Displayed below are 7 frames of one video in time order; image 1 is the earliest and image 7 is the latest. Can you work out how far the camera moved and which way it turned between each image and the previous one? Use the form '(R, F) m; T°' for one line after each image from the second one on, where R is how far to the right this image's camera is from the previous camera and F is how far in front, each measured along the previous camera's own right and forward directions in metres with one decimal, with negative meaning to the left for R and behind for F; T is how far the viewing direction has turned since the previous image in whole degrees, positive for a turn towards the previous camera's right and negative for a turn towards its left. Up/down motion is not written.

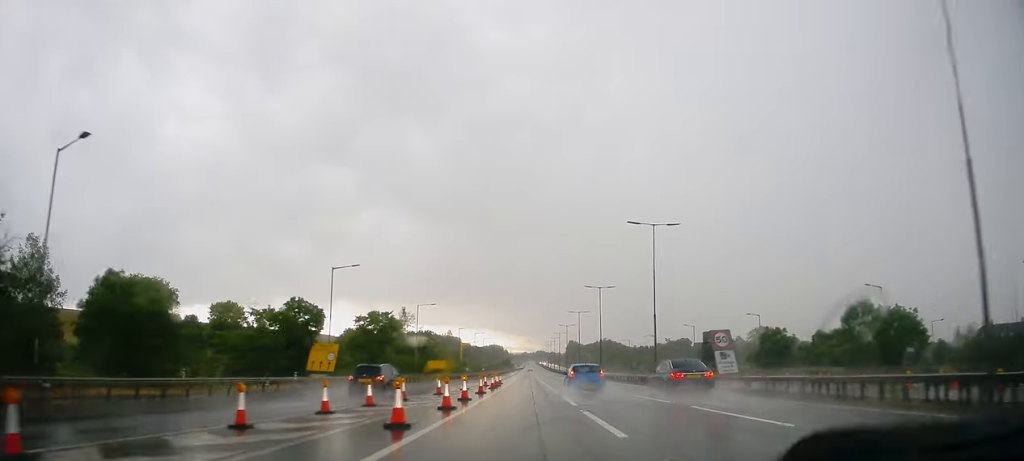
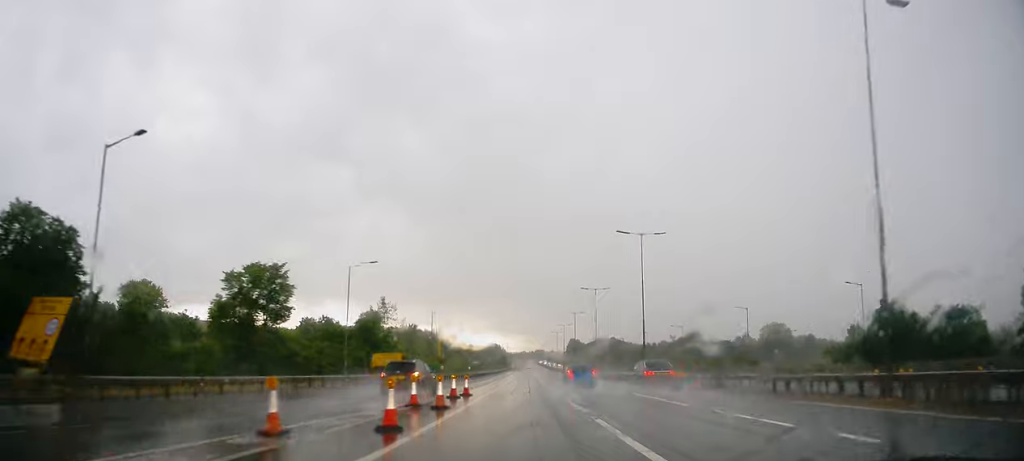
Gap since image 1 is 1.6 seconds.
(+0.4, +29.9) m; +1°
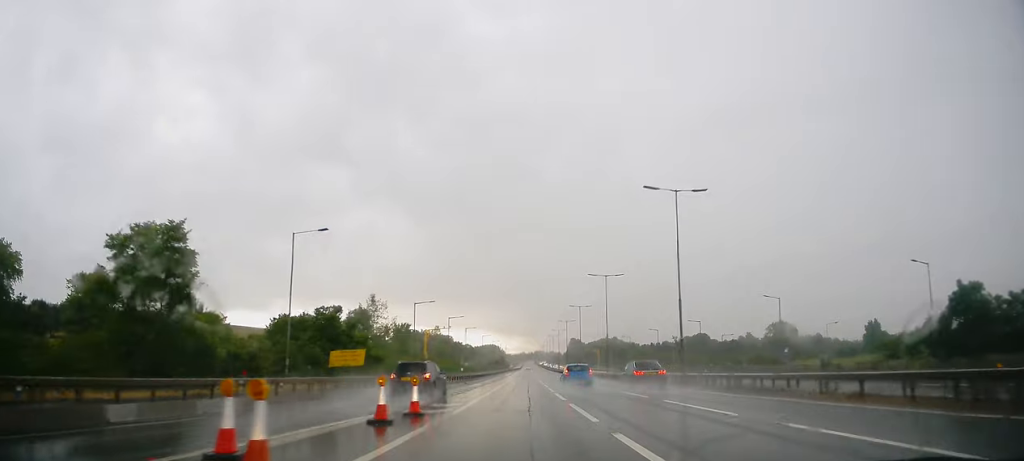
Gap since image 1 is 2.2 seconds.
(+0.2, +12.0) m; -1°
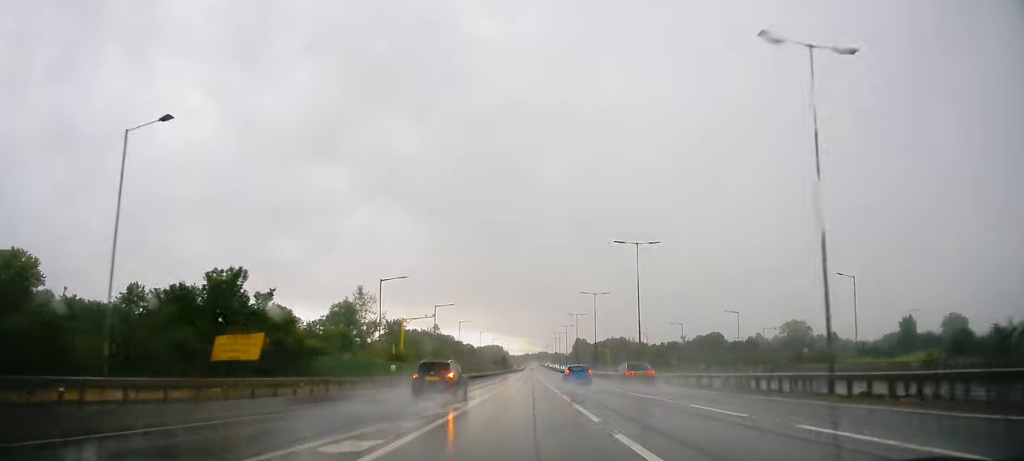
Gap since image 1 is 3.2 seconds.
(-0.4, +17.8) m; 0°
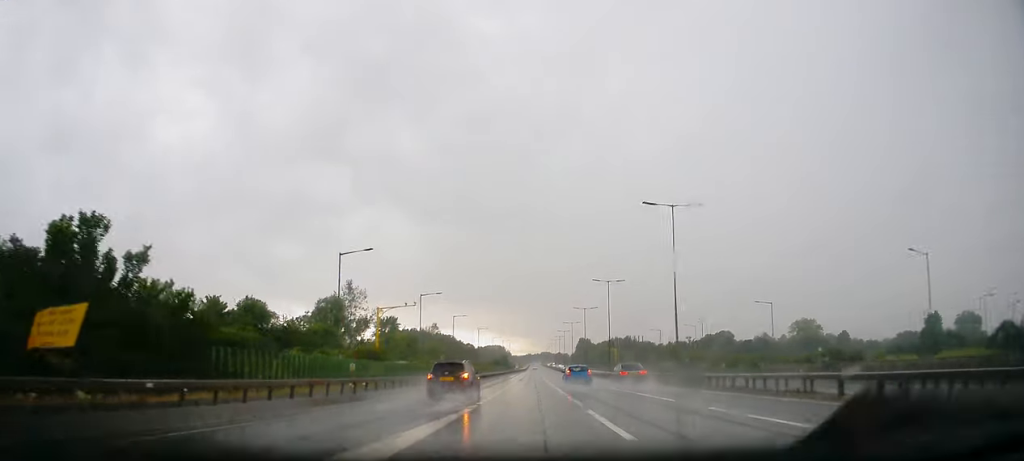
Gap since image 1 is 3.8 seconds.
(0.0, +12.0) m; 0°
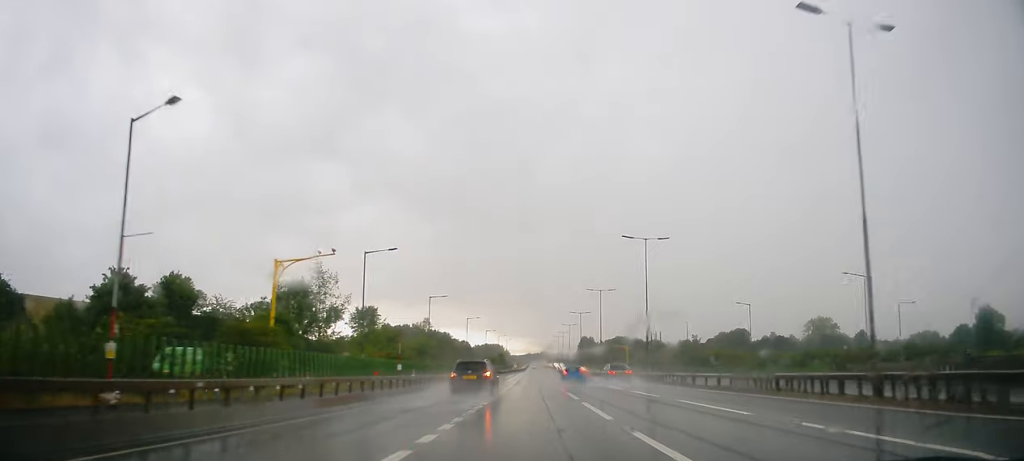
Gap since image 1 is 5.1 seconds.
(+0.1, +23.4) m; -1°
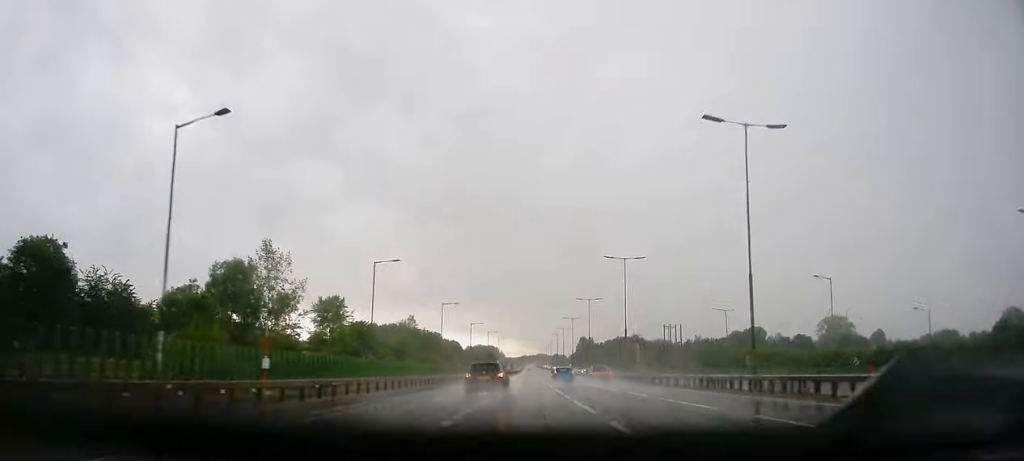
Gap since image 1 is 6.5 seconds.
(-0.2, +25.0) m; +1°
